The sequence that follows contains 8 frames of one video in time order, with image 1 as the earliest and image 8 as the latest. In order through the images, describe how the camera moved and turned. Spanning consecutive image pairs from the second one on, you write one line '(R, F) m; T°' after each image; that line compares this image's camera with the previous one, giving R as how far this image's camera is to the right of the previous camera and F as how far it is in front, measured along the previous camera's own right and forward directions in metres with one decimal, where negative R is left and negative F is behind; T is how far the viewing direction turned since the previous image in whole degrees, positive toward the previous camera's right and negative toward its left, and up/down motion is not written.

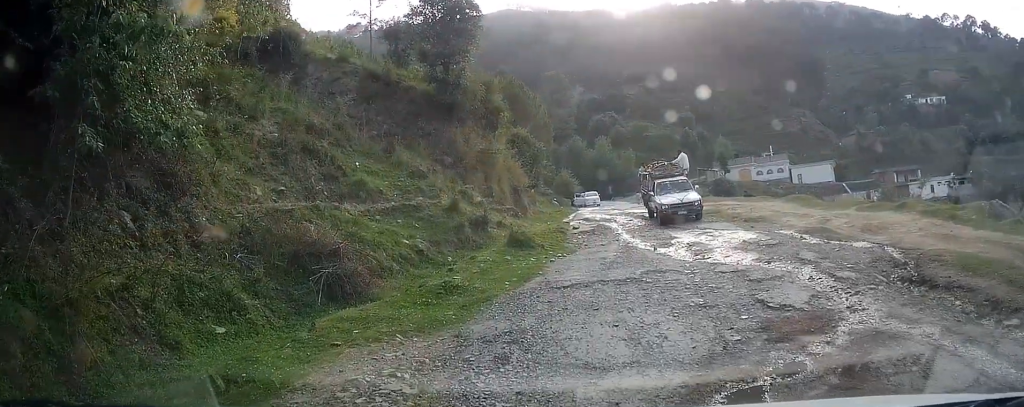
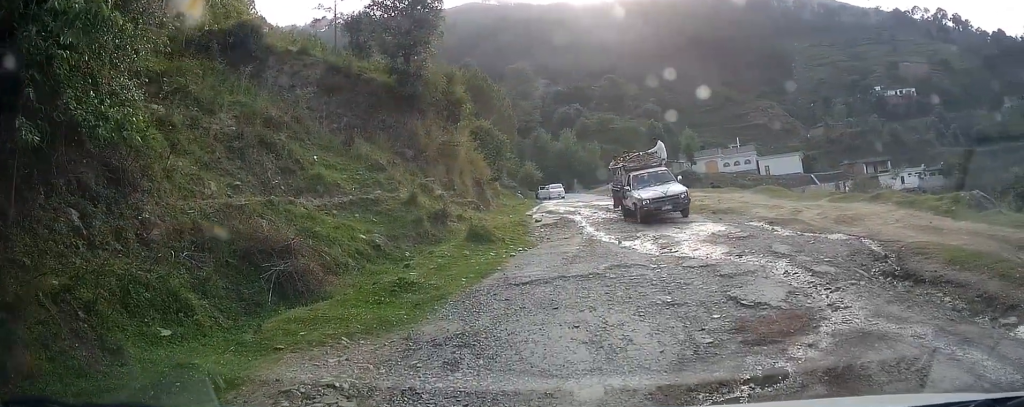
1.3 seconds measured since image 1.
(0.0, +1.3) m; +6°
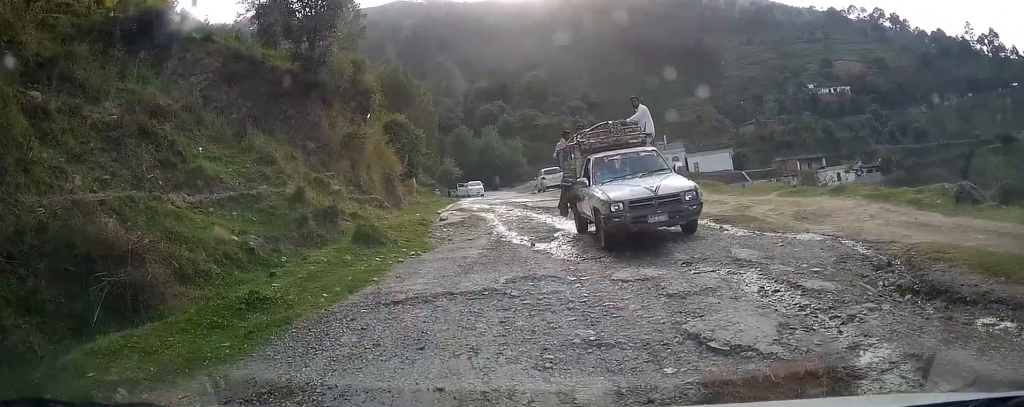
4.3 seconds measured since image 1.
(+0.2, +2.8) m; -3°
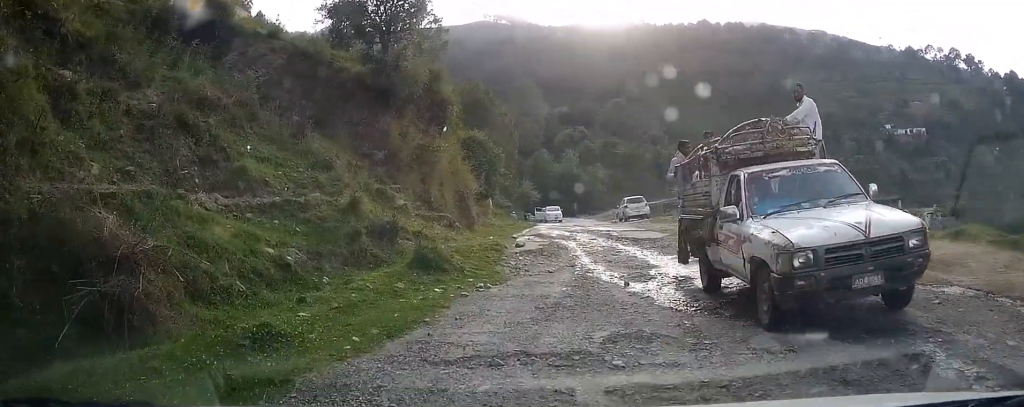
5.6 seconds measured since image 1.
(-0.1, +1.5) m; -1°
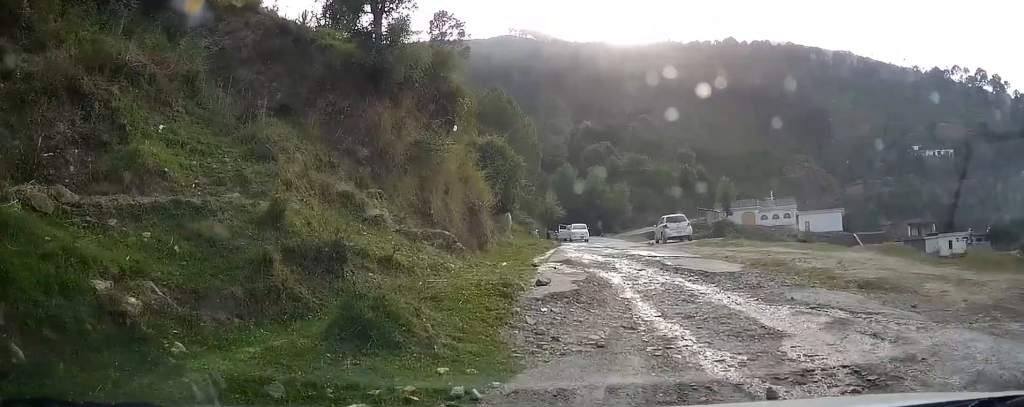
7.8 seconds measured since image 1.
(+0.1, +3.7) m; +5°
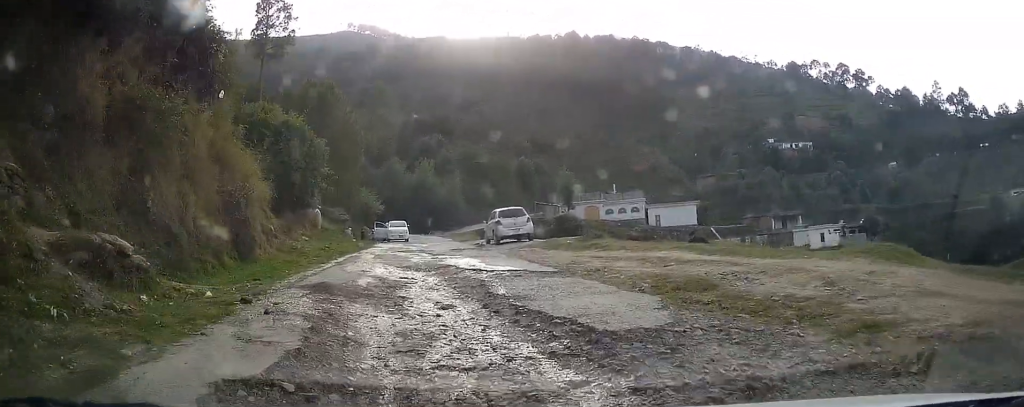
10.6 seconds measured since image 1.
(+0.6, +7.2) m; +3°
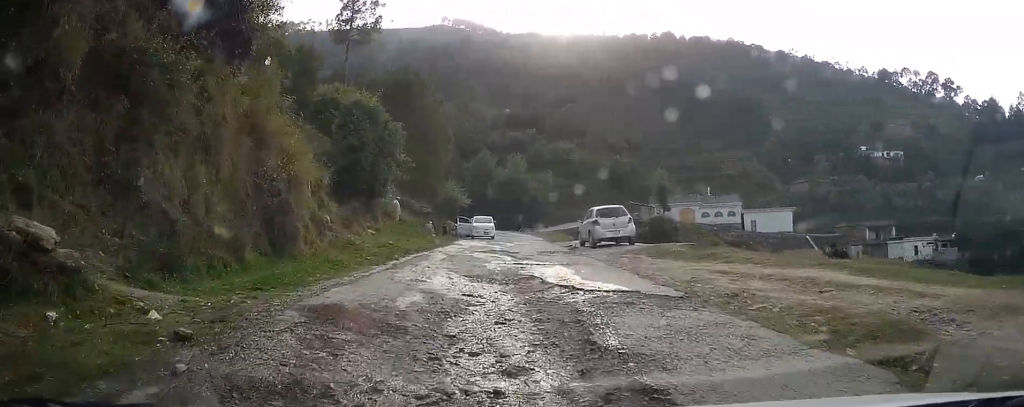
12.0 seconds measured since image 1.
(-0.3, +3.8) m; -7°
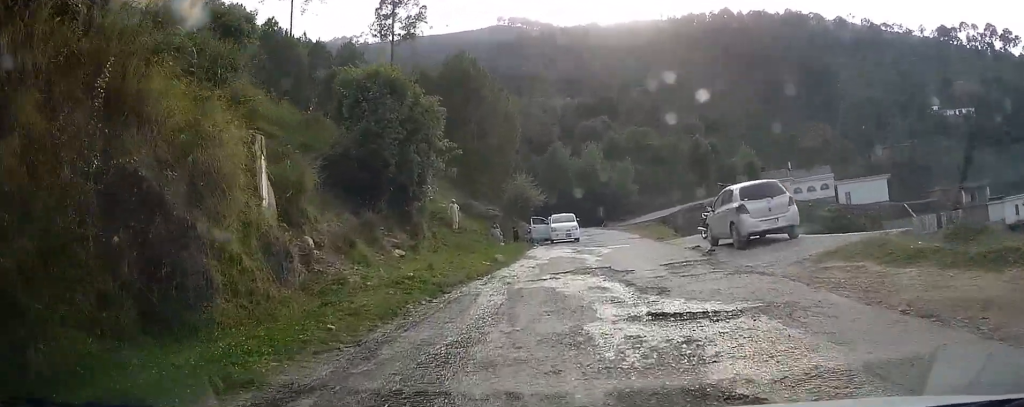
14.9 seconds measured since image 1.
(-1.1, +8.6) m; -10°
